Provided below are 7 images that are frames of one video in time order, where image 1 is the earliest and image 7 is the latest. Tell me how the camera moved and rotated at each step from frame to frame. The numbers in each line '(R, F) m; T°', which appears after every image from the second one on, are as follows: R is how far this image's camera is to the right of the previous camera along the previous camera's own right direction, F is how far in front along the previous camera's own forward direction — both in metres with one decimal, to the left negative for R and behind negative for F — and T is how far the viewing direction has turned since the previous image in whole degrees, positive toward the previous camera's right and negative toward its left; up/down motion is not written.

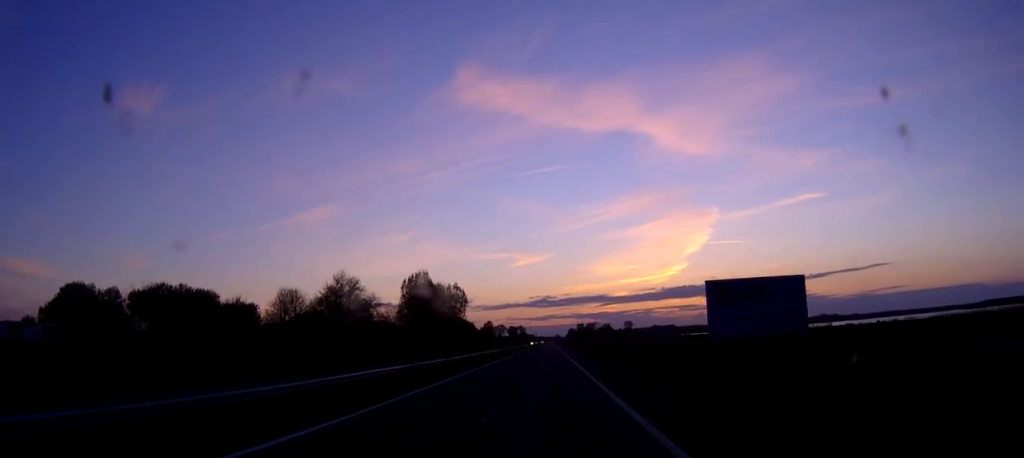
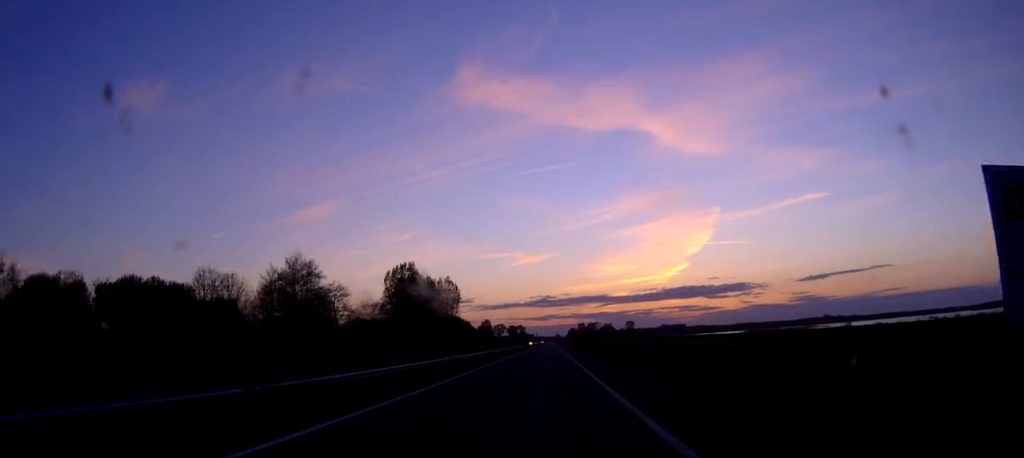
(-0.2, +21.1) m; 0°
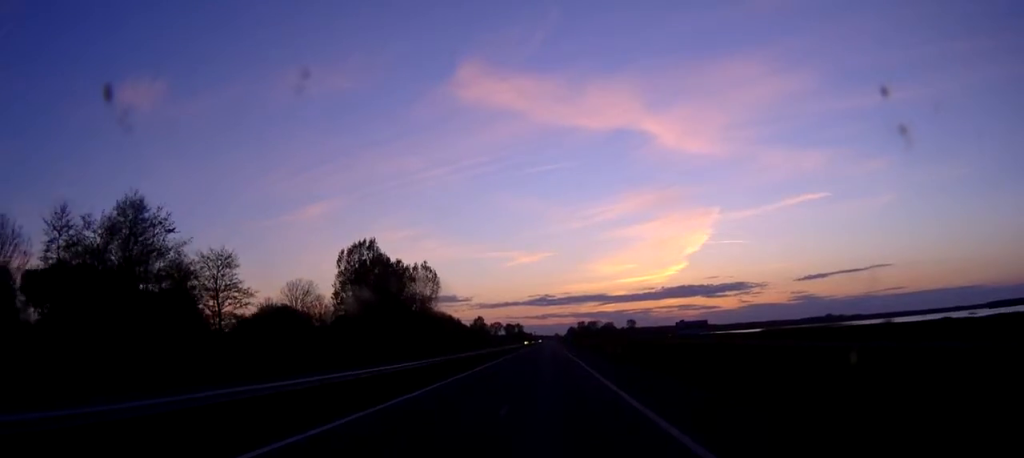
(+0.3, +38.8) m; +1°
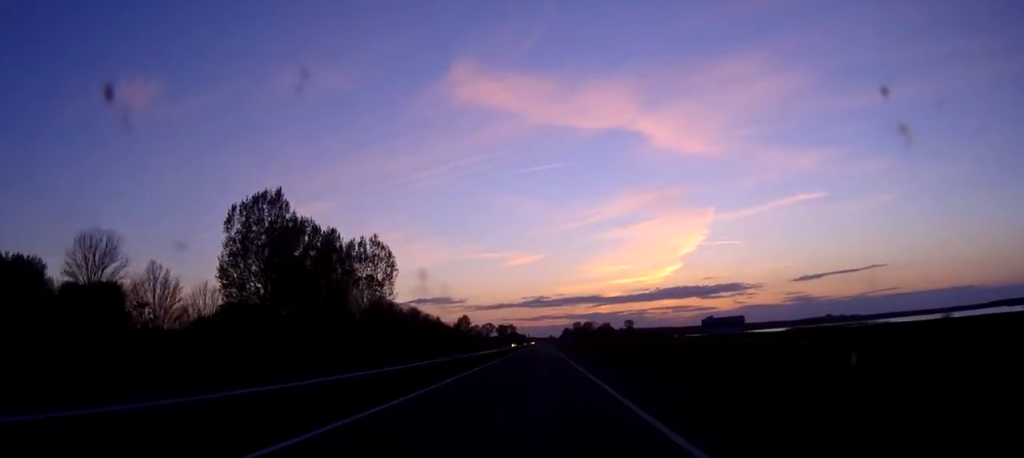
(+0.2, +48.1) m; 0°
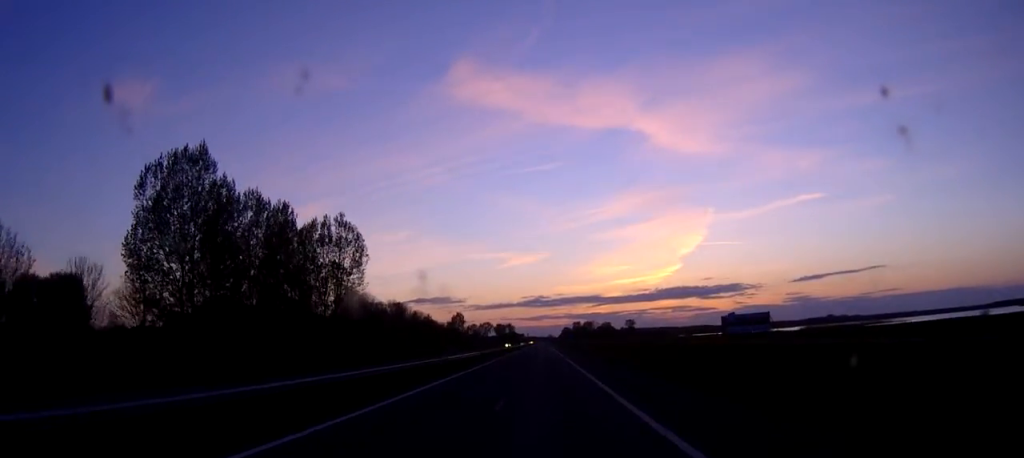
(-0.1, +22.3) m; 0°
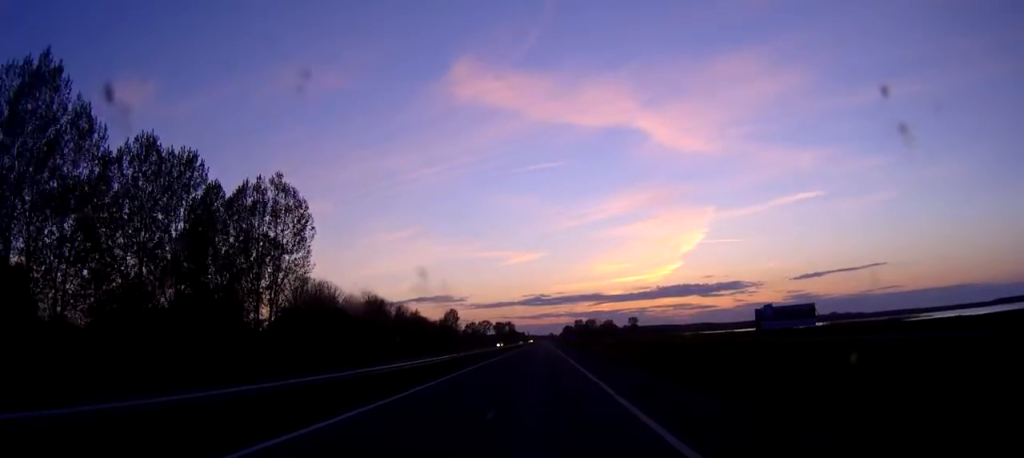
(0.0, +27.4) m; 0°
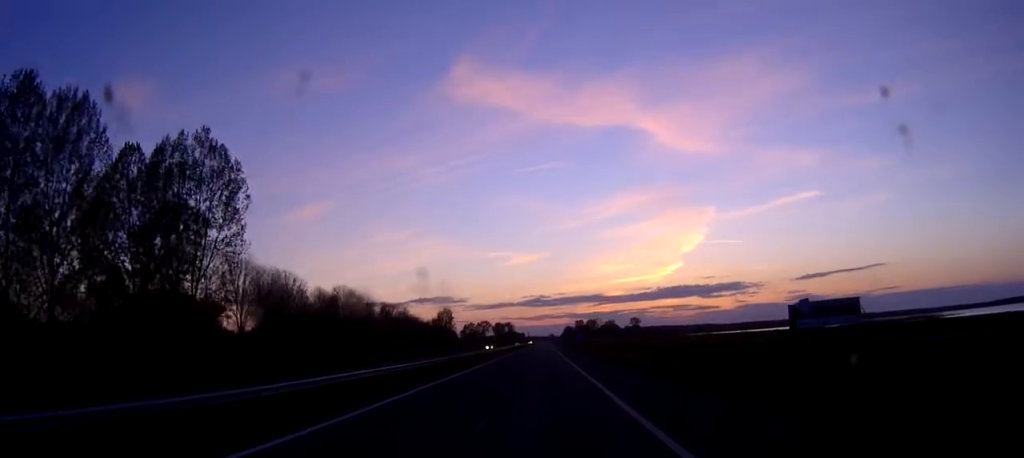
(-0.1, +20.4) m; 0°
